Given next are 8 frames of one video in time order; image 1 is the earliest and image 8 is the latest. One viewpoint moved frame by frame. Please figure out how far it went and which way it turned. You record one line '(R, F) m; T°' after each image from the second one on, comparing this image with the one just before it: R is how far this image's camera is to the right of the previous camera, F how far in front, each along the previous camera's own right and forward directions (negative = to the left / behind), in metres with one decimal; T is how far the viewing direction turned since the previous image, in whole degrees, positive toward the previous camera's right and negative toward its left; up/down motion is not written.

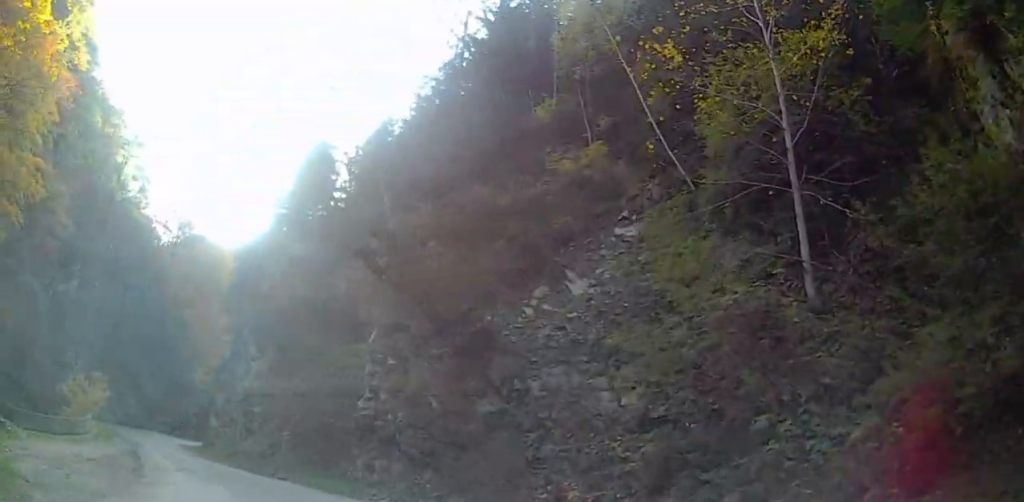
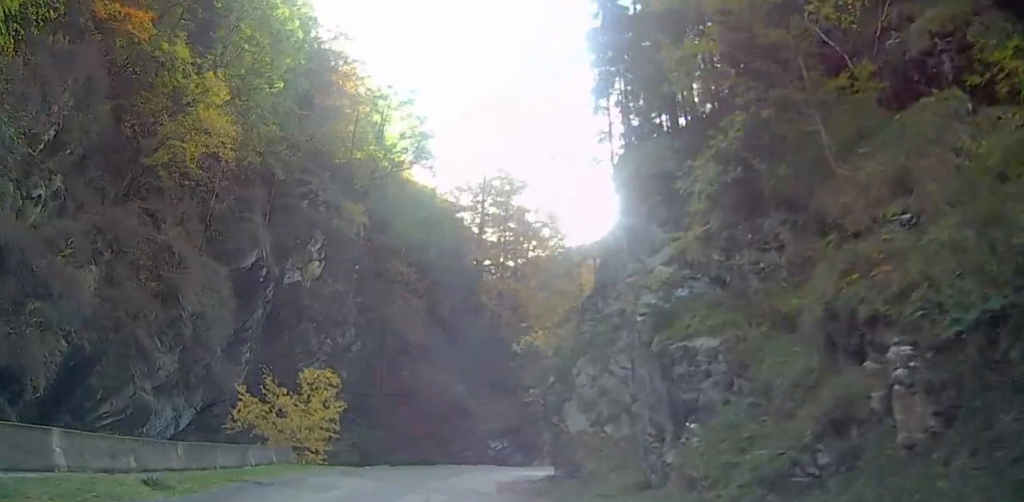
(-9.2, +30.0) m; -34°
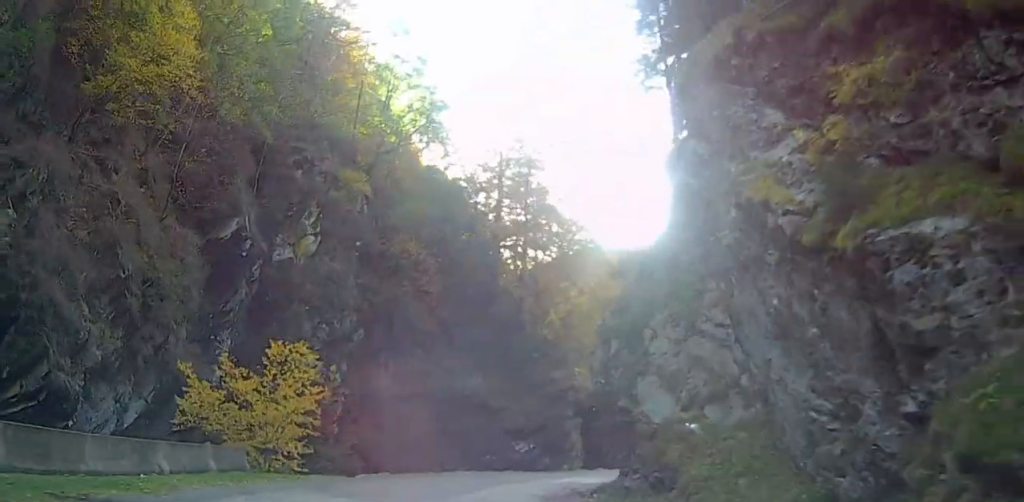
(-1.6, +8.3) m; -9°
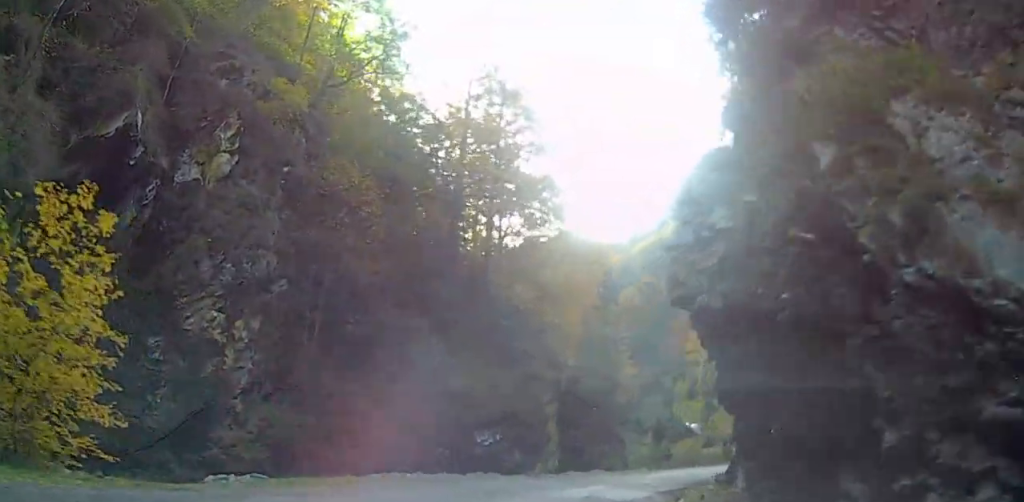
(+0.8, +13.1) m; +12°
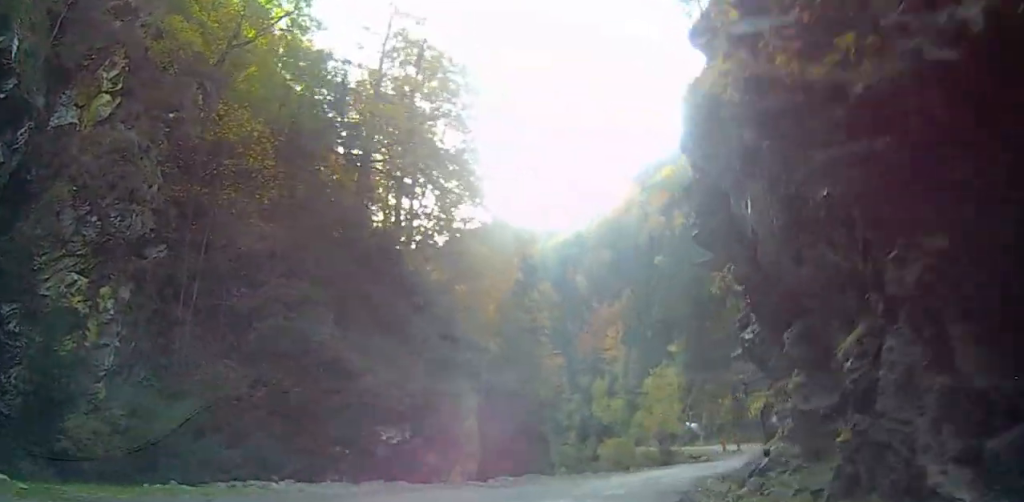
(+1.1, +7.2) m; +7°
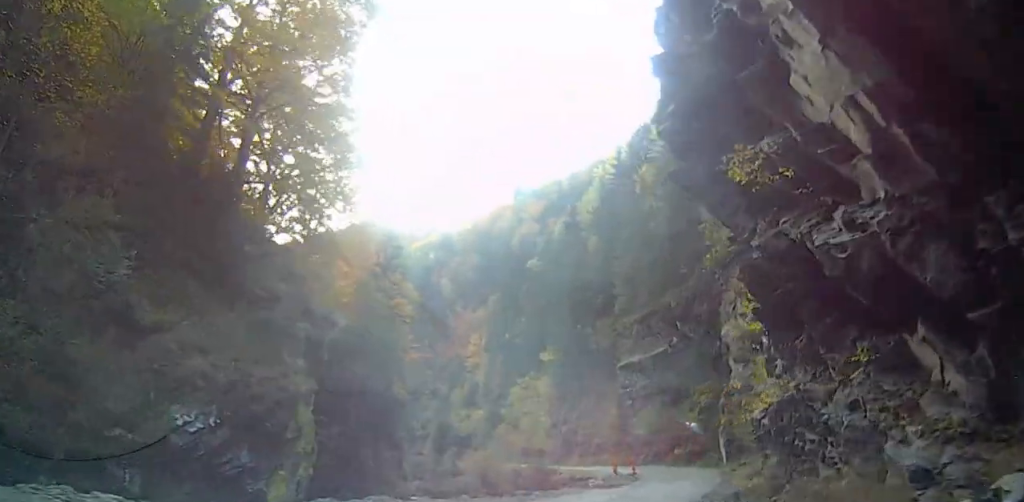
(+0.6, +10.2) m; +10°
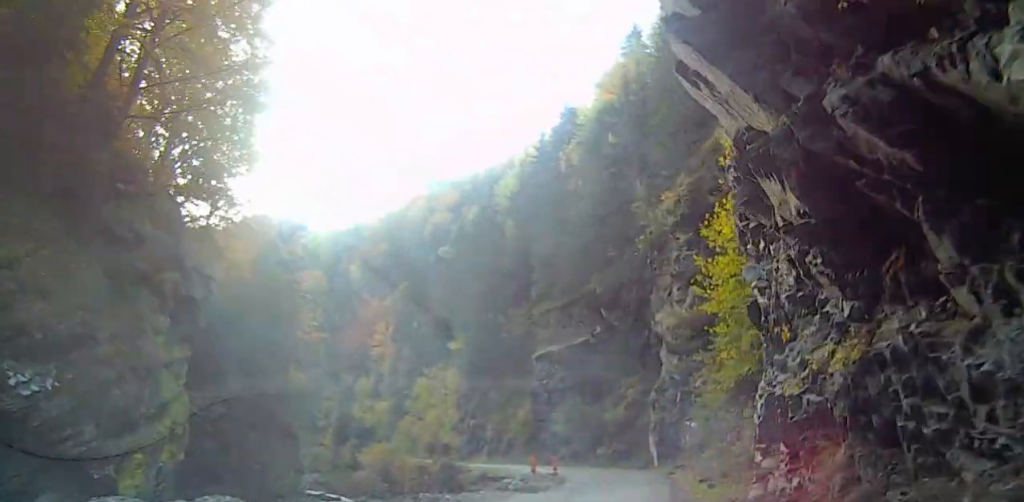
(+0.1, +6.1) m; +6°
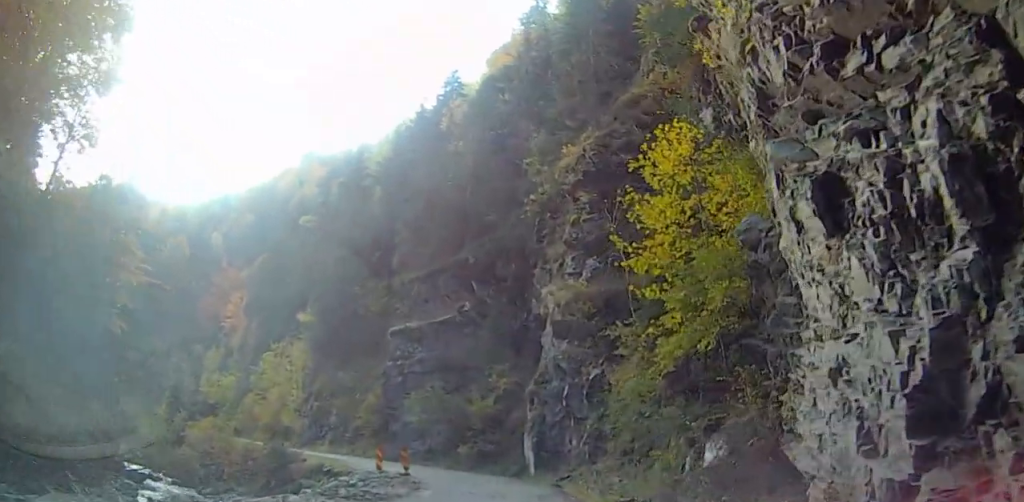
(+1.2, +9.7) m; +10°
